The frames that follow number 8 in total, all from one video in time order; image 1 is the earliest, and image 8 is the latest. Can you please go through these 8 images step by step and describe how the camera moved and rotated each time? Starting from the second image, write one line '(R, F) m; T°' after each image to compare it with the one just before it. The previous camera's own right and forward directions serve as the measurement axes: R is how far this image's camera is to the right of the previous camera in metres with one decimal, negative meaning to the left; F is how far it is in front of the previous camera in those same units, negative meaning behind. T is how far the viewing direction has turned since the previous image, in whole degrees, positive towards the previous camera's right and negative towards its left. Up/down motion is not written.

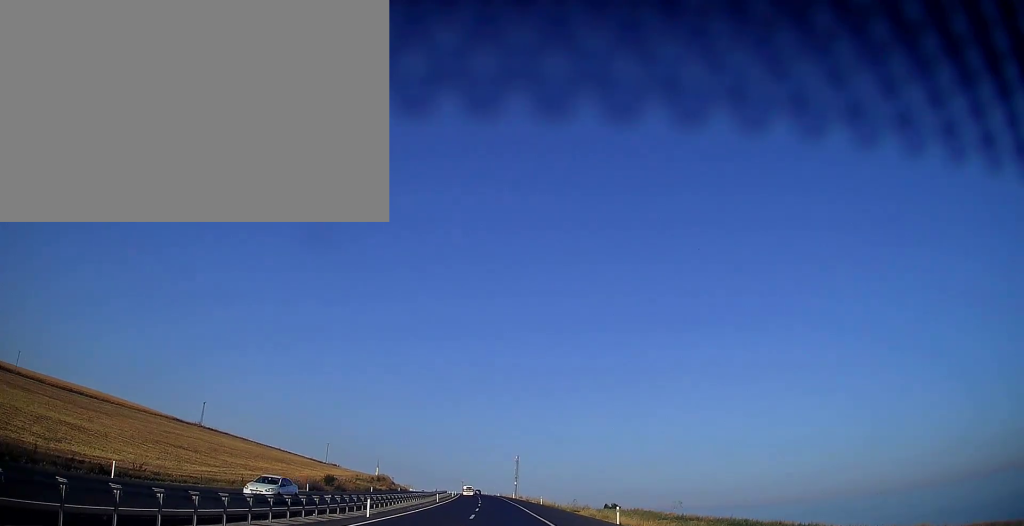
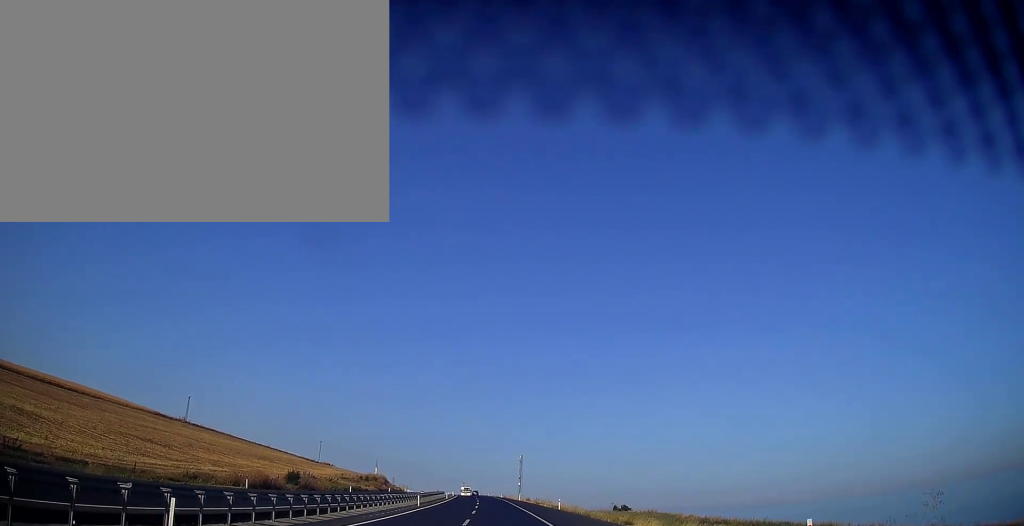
(-0.4, +16.7) m; -1°
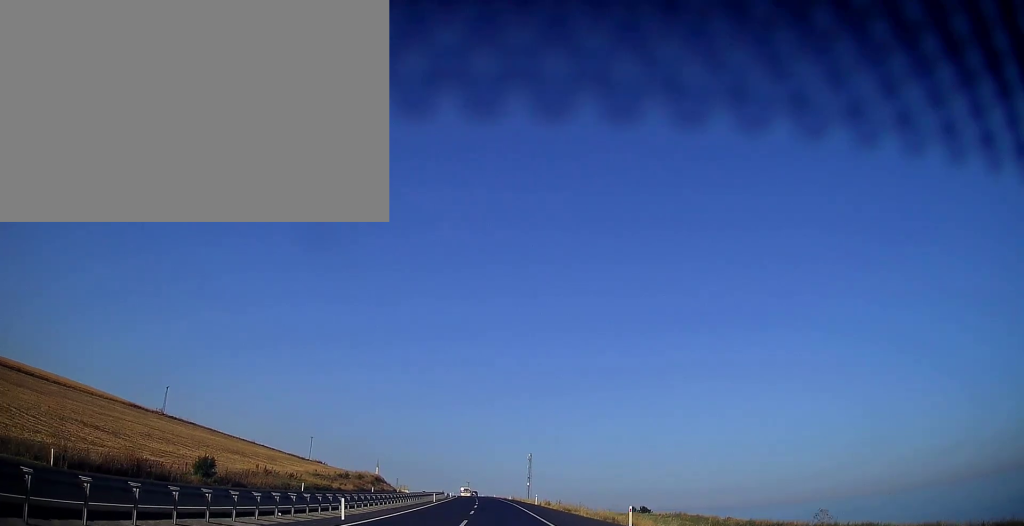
(+0.1, +25.7) m; 0°
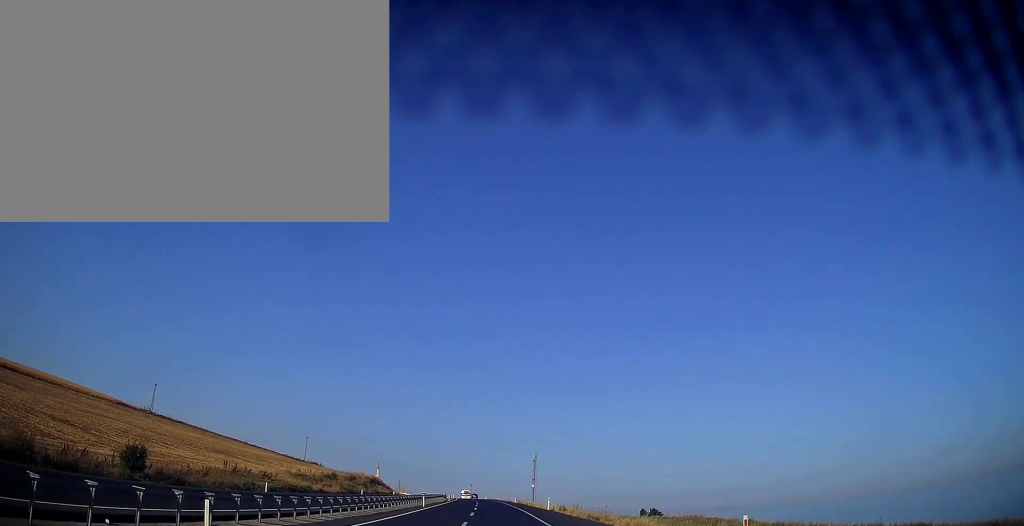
(+0.1, +12.8) m; 0°
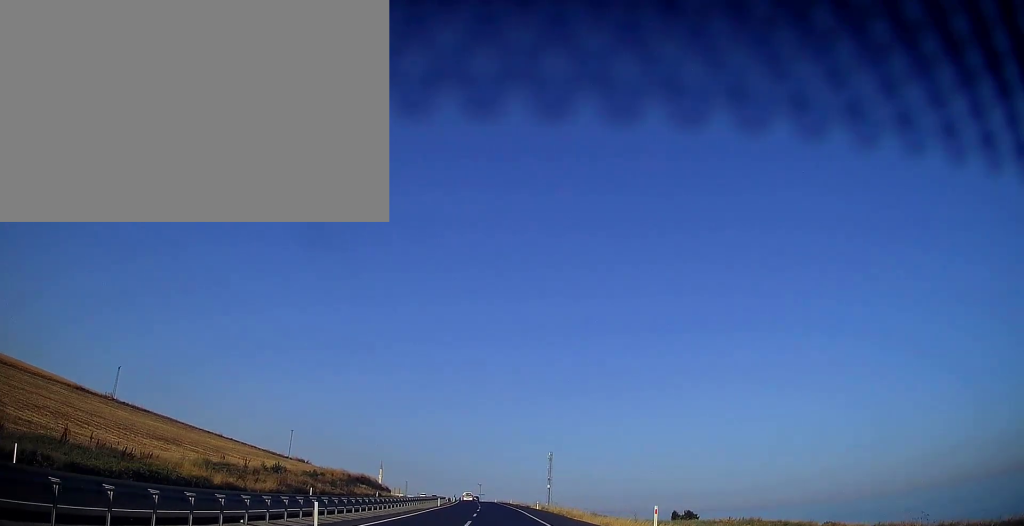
(-0.6, +32.5) m; -2°
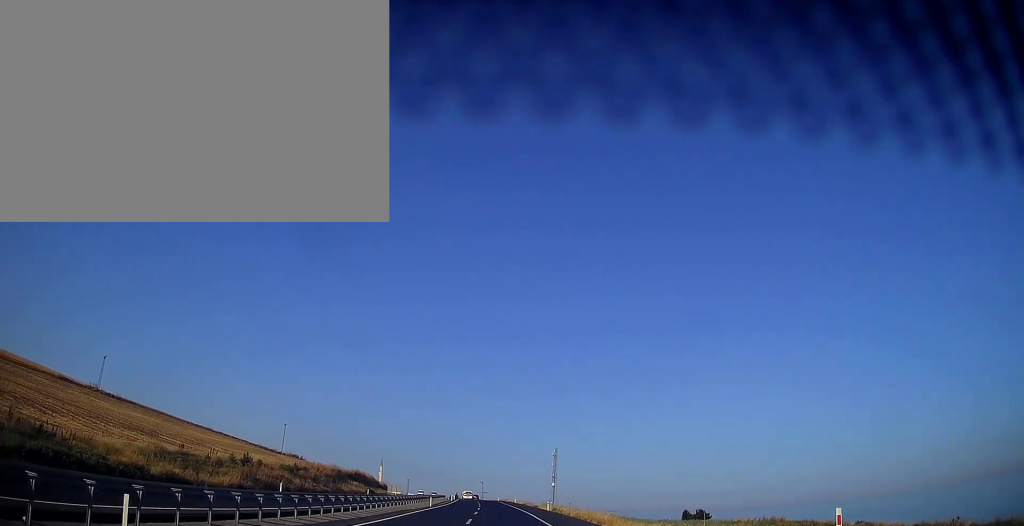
(-0.2, +11.8) m; 0°
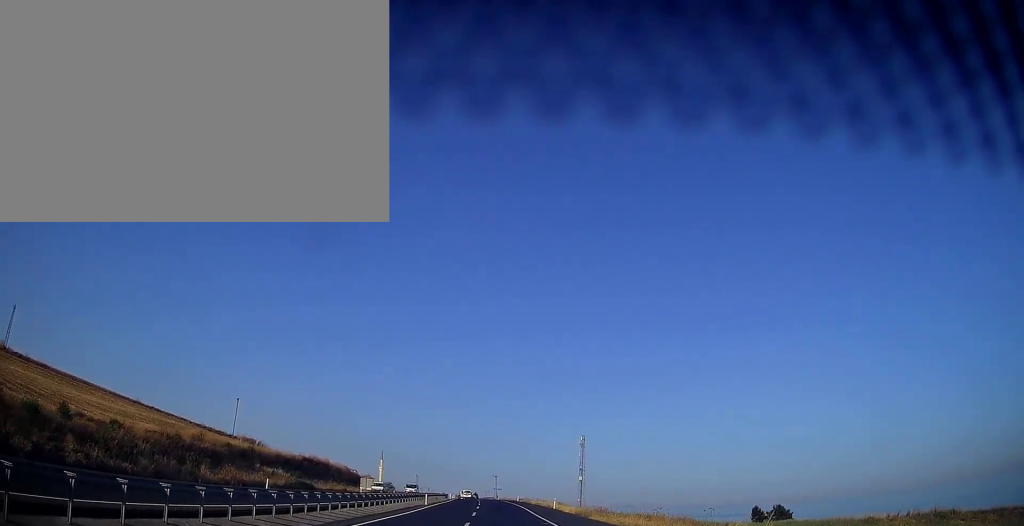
(-0.3, +53.2) m; -1°
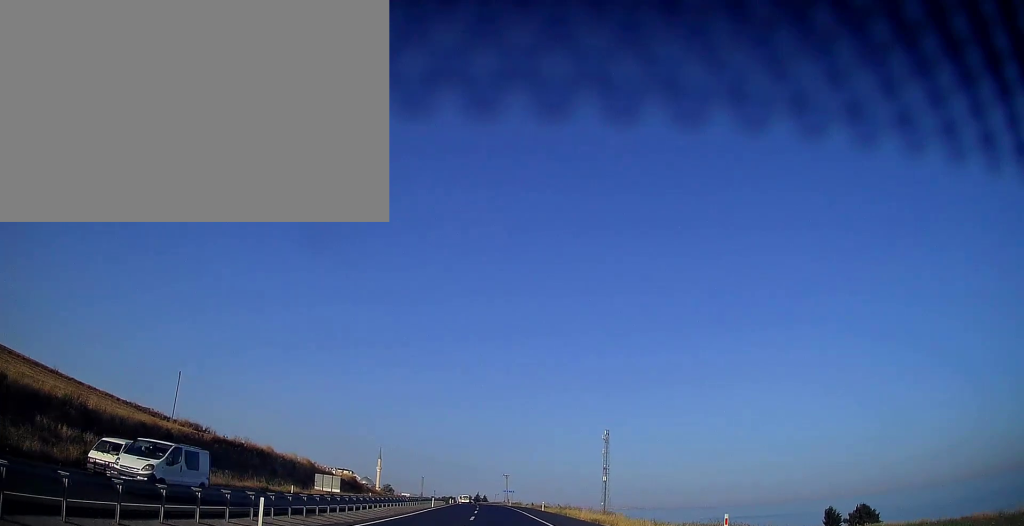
(-0.4, +38.3) m; -2°
